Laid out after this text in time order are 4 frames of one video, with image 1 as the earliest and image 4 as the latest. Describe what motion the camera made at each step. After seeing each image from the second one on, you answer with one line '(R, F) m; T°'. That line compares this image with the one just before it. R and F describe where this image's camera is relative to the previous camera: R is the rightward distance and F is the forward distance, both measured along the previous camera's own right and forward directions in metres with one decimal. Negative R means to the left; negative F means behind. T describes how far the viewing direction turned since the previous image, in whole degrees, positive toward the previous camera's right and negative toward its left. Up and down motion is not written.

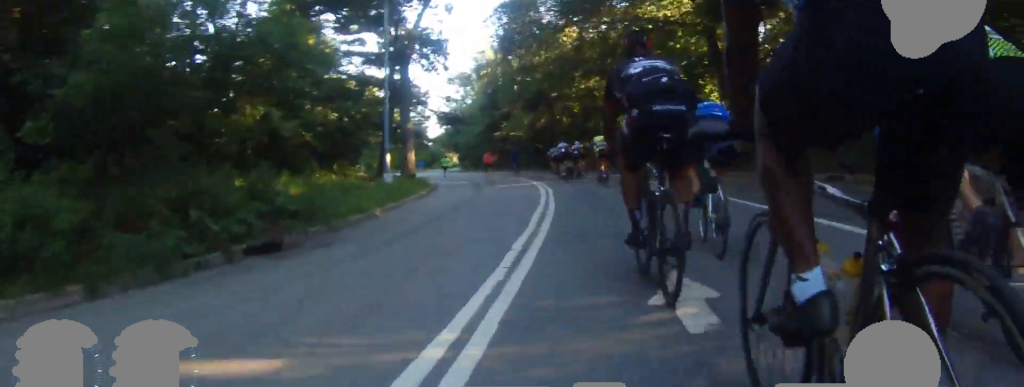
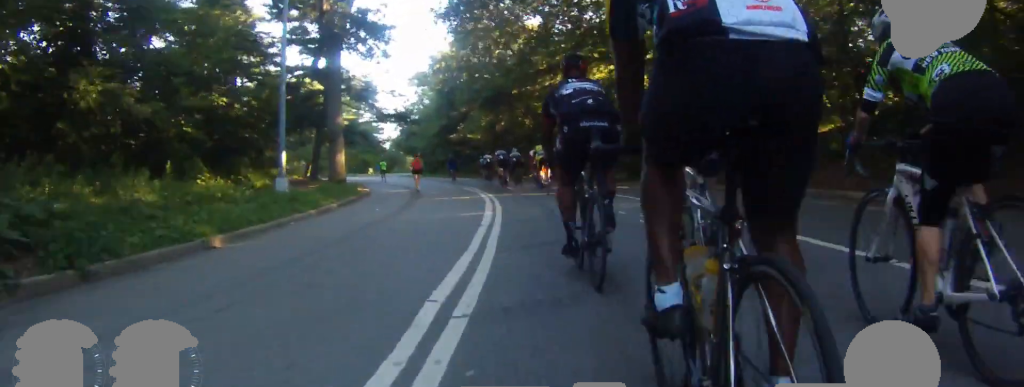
(0.0, +5.7) m; 0°
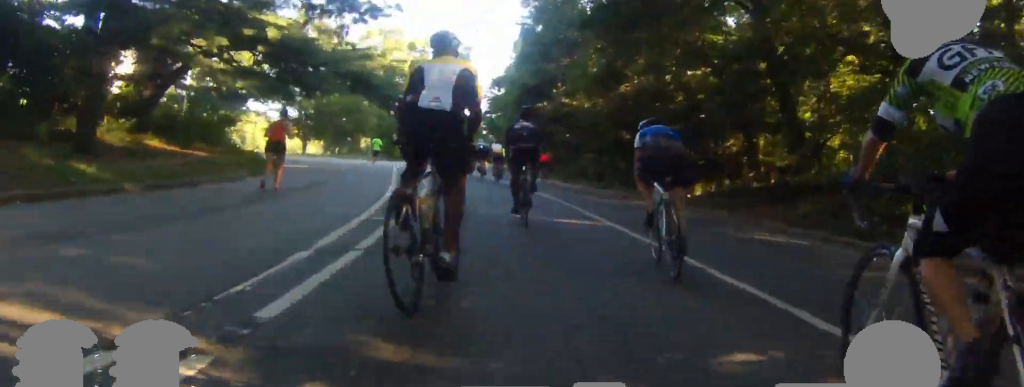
(0.0, +24.0) m; -4°
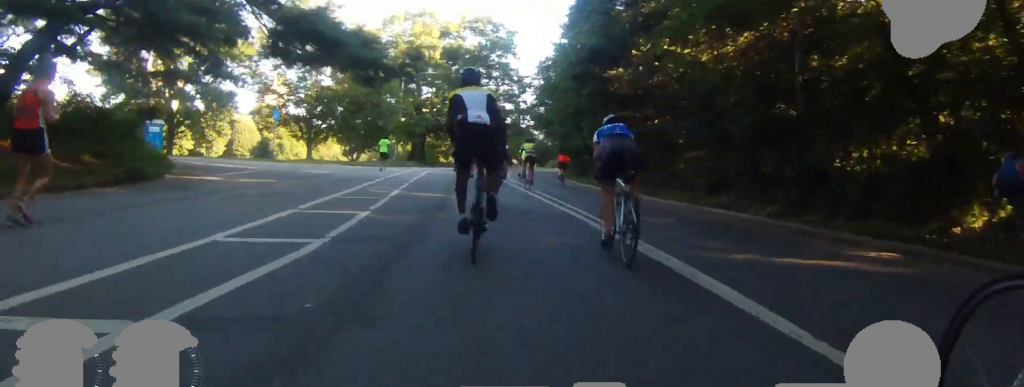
(-1.9, +9.8) m; -15°
